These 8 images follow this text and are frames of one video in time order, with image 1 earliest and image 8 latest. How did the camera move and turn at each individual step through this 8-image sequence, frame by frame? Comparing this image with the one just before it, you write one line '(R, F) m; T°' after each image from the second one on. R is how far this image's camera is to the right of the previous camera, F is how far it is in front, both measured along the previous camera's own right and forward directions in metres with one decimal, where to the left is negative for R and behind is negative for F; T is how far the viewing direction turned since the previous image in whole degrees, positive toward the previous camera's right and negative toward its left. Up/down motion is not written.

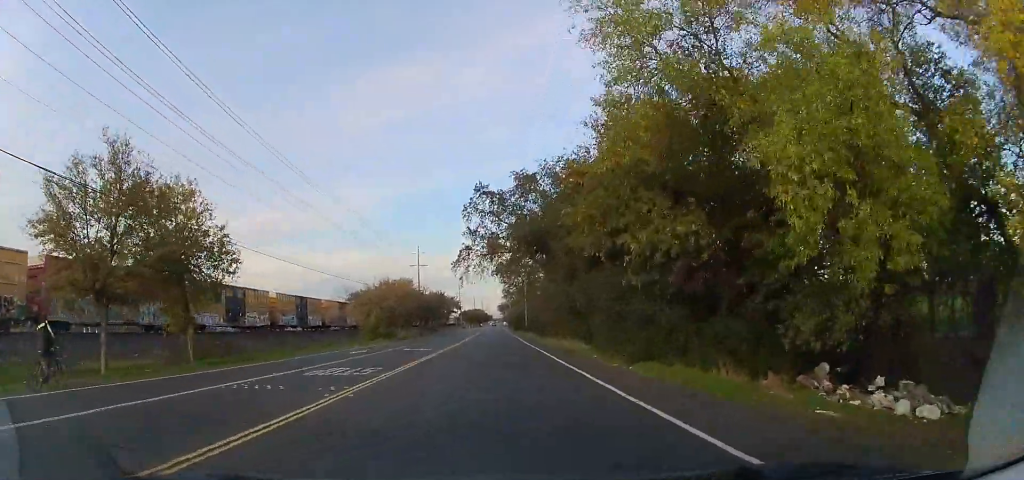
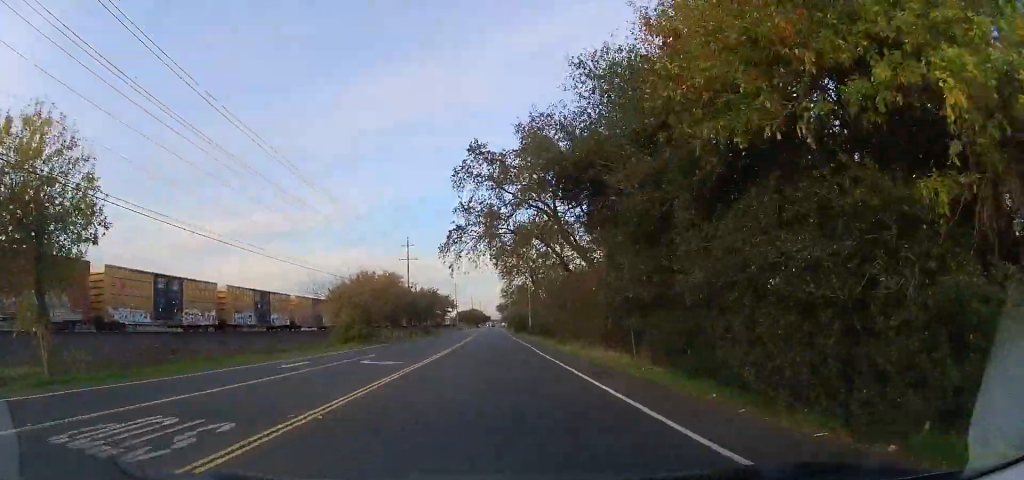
(-0.1, +9.8) m; +1°
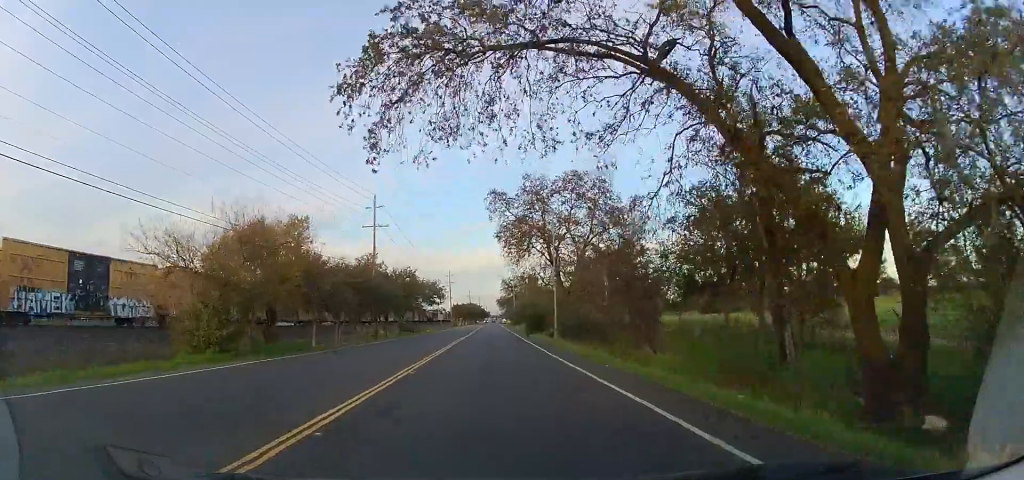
(-0.4, +23.3) m; -4°
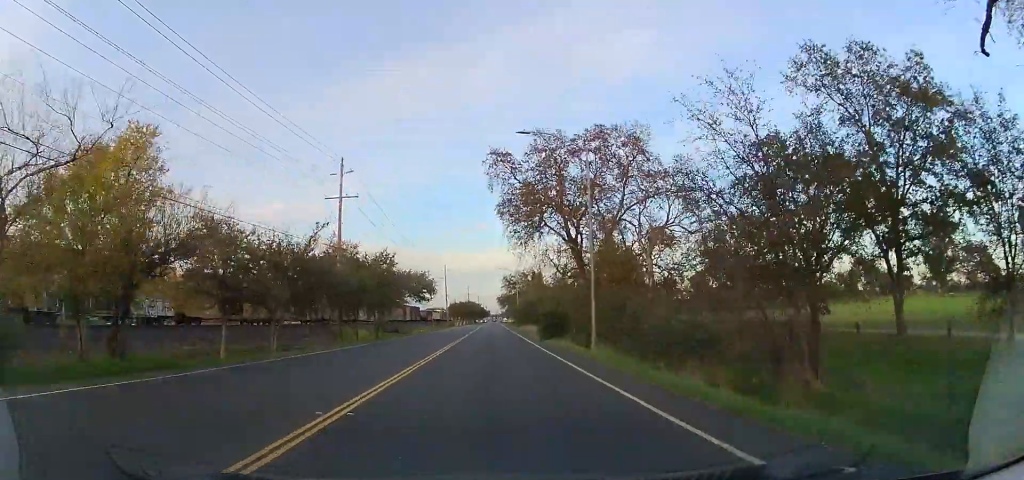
(-0.4, +13.2) m; 0°
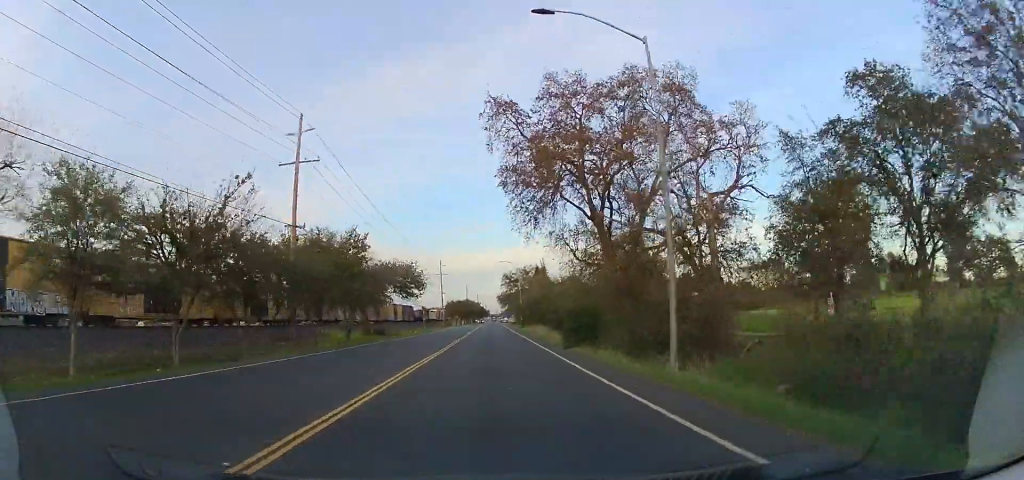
(+0.1, +10.4) m; +2°
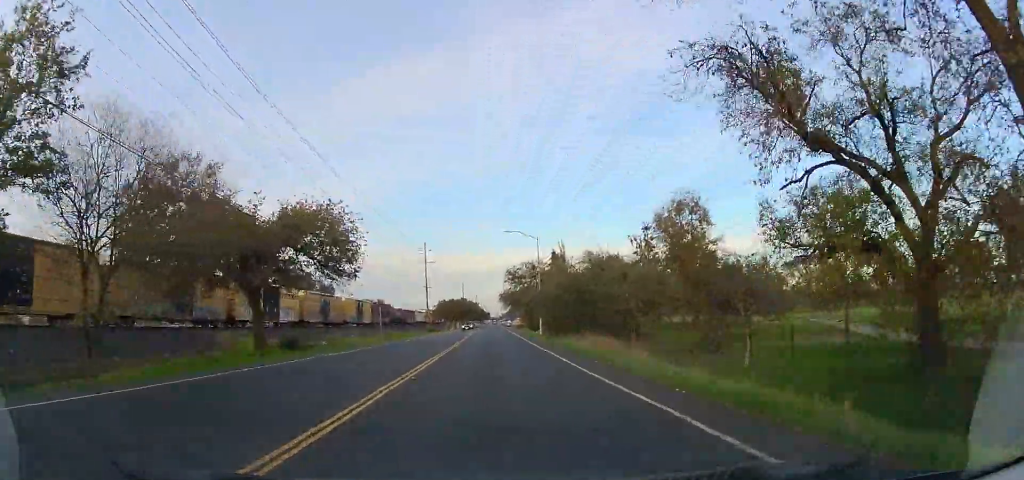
(+1.7, +28.8) m; +3°
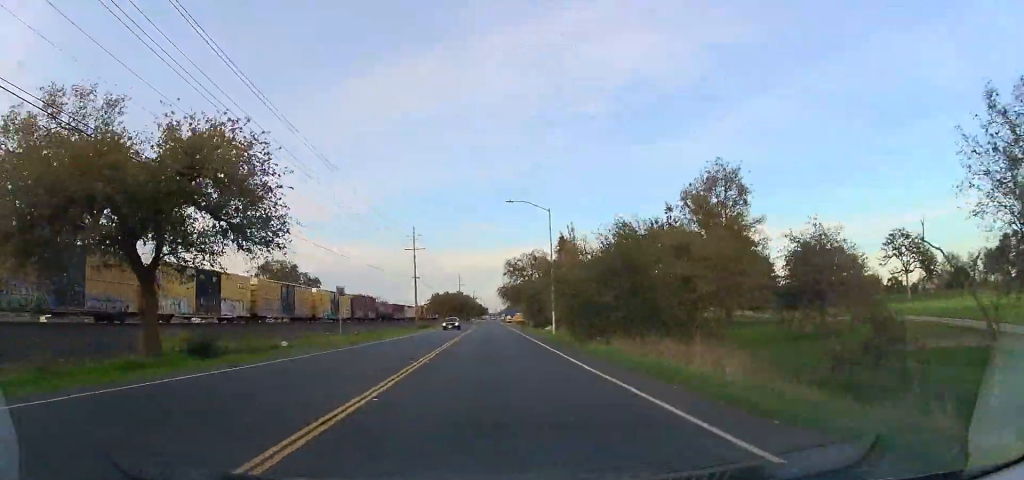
(-0.3, +11.2) m; -1°
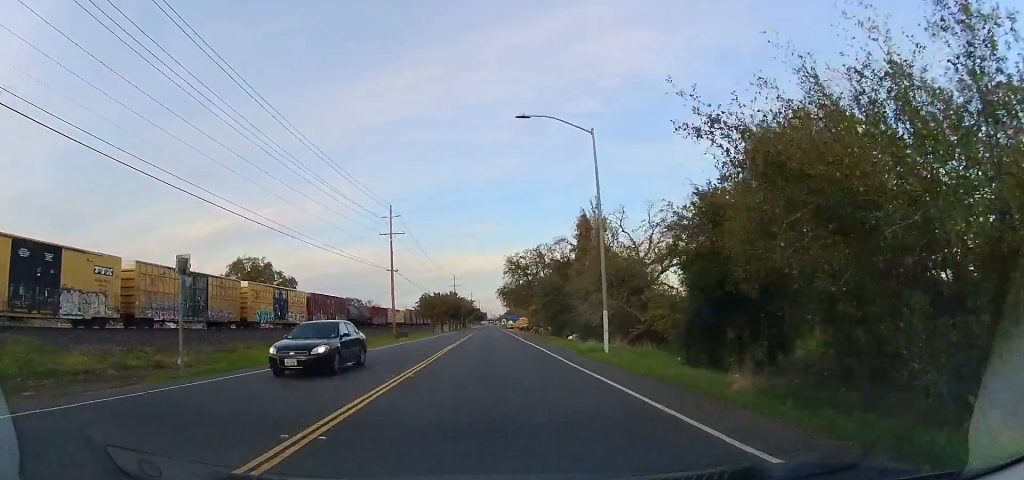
(-0.1, +17.3) m; -1°
